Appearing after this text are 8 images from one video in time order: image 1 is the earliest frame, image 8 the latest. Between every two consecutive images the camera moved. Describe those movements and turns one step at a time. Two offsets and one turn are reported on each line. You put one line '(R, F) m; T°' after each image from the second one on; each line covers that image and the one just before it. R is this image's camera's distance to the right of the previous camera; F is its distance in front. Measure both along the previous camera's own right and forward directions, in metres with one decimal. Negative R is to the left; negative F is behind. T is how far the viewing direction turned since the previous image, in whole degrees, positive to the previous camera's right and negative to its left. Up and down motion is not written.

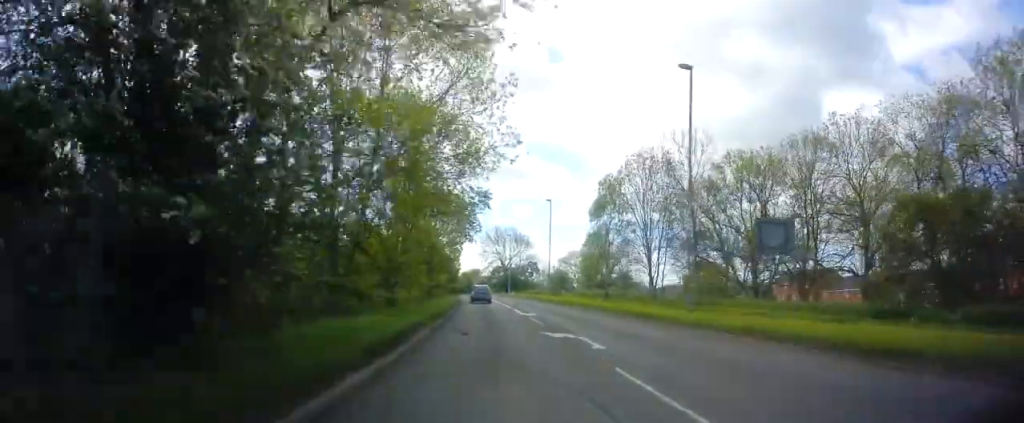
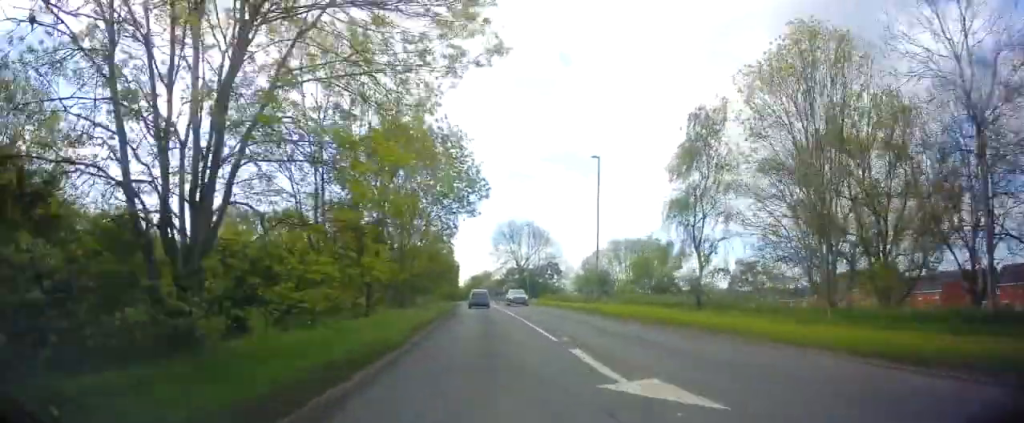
(-0.3, +21.6) m; -1°
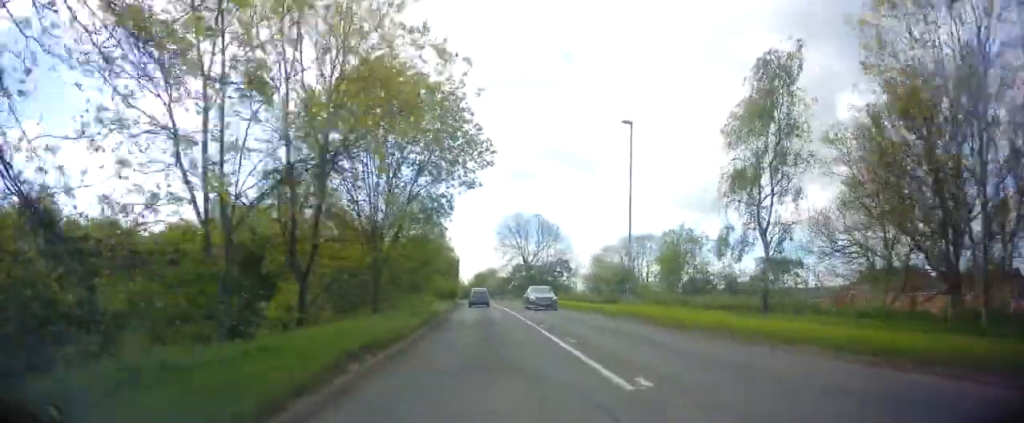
(0.0, +7.8) m; 0°
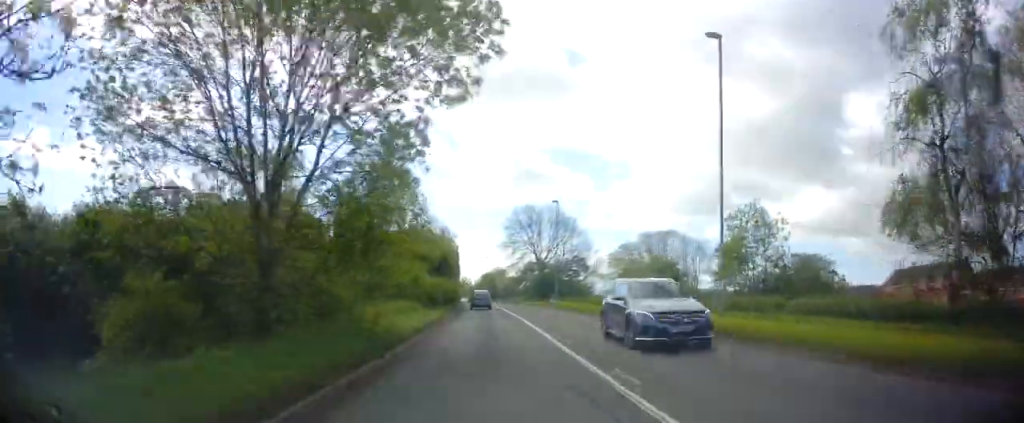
(0.0, +11.8) m; -1°
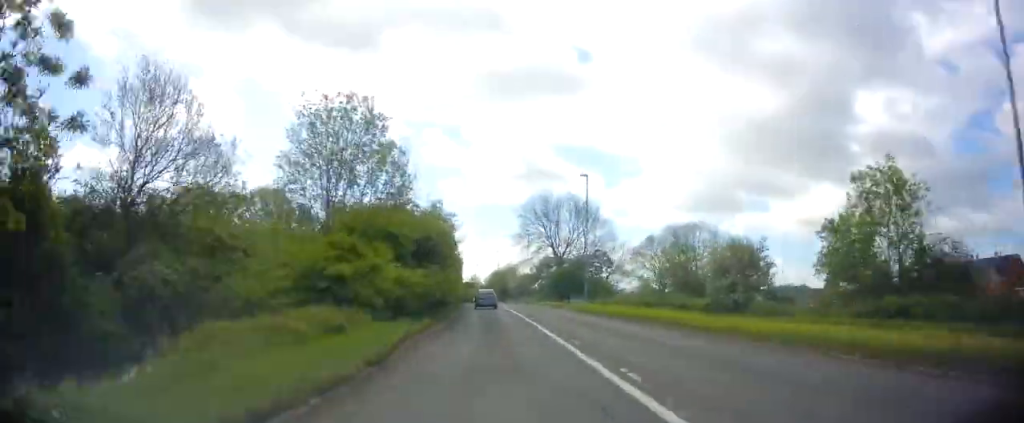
(-0.1, +12.3) m; -1°
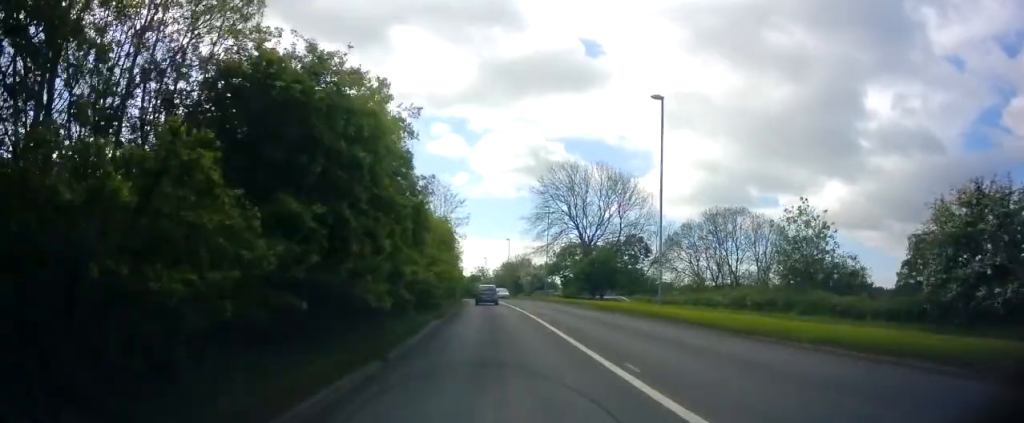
(-0.4, +17.6) m; -2°
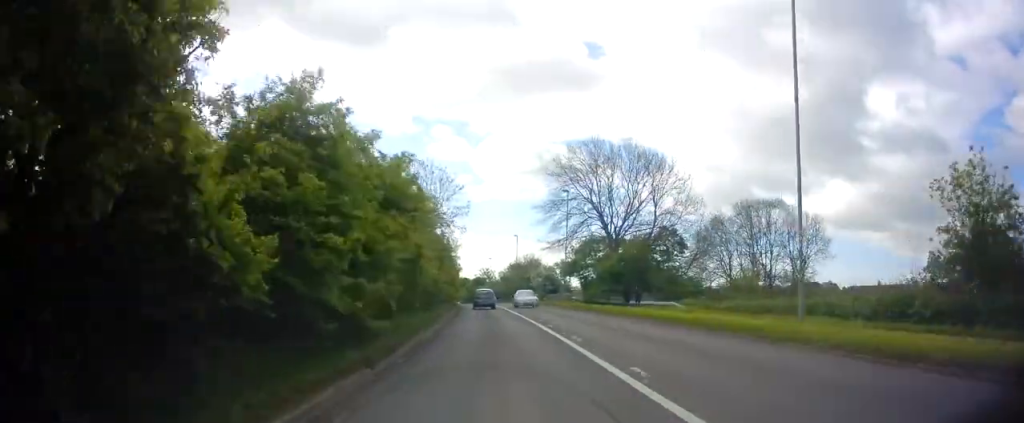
(0.0, +12.4) m; -1°
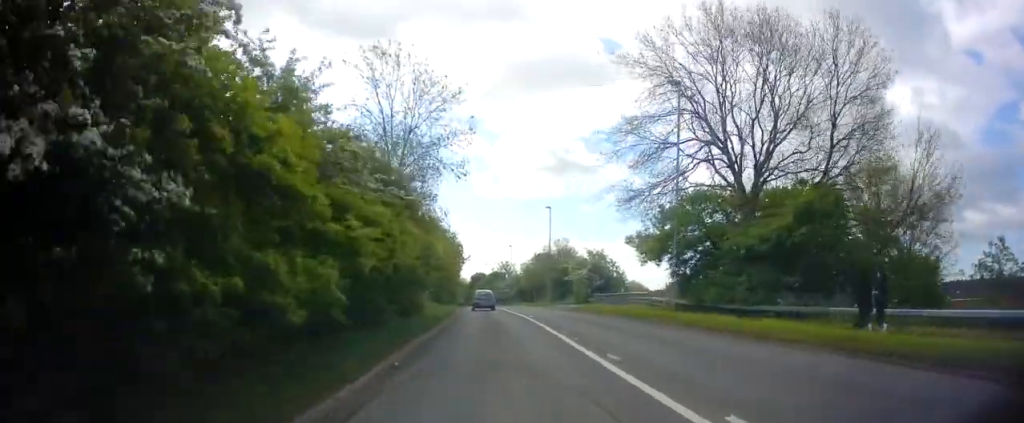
(-0.9, +27.4) m; -3°
